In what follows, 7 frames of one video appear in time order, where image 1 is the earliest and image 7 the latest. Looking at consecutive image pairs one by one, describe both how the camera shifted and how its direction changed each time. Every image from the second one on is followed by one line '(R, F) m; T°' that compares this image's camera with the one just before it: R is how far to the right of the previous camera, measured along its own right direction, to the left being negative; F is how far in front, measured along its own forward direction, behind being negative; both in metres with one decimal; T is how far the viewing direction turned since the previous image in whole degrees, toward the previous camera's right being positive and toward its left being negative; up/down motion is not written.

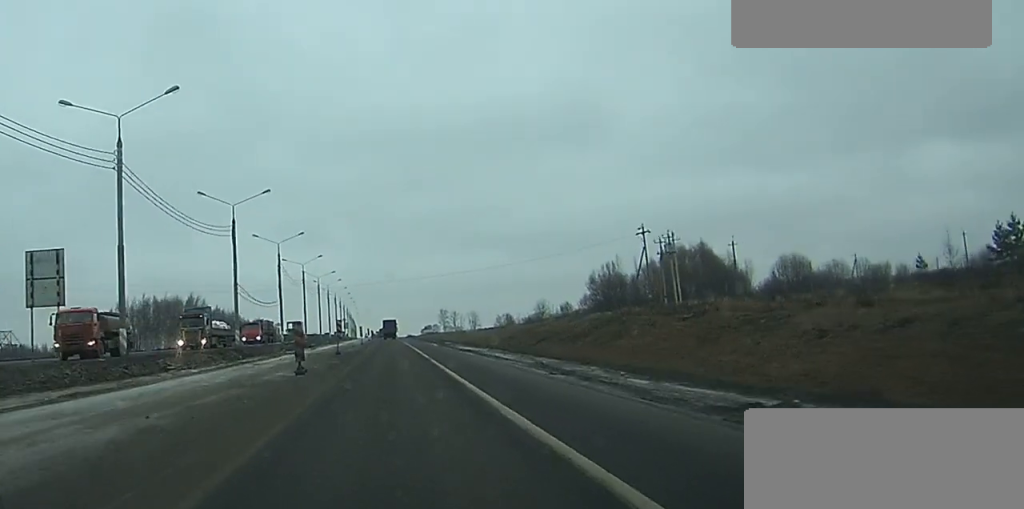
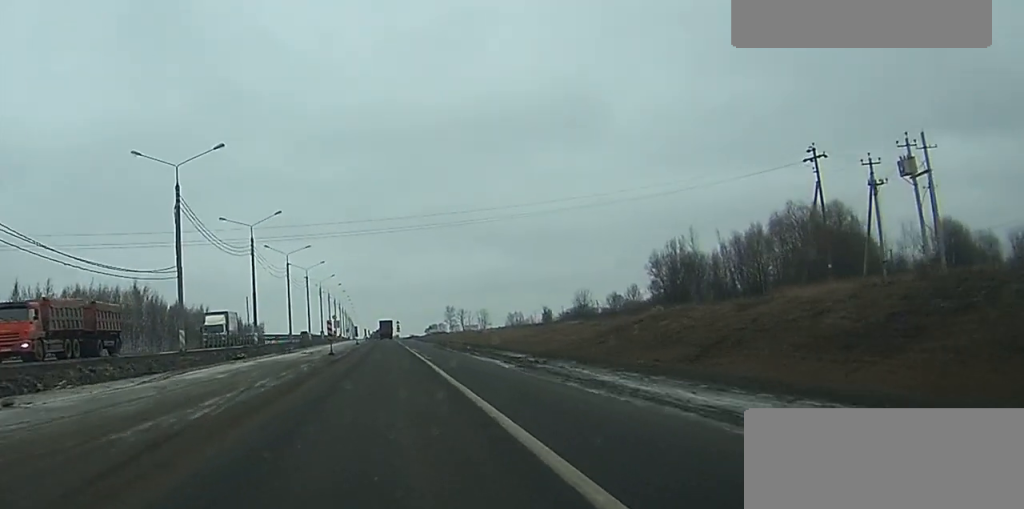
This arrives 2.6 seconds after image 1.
(-0.1, +48.7) m; -1°
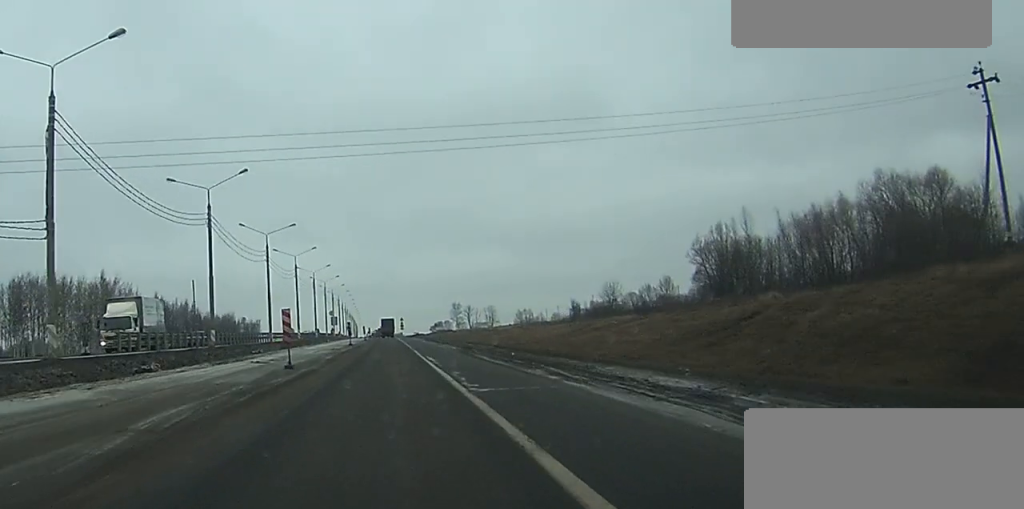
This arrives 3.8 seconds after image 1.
(-0.2, +21.7) m; 0°
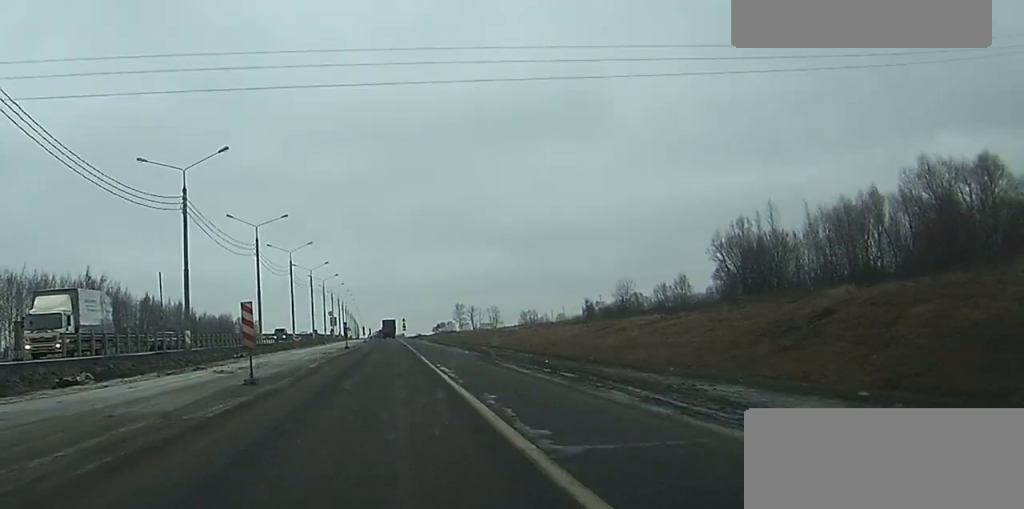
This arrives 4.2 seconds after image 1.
(0.0, +8.4) m; 0°
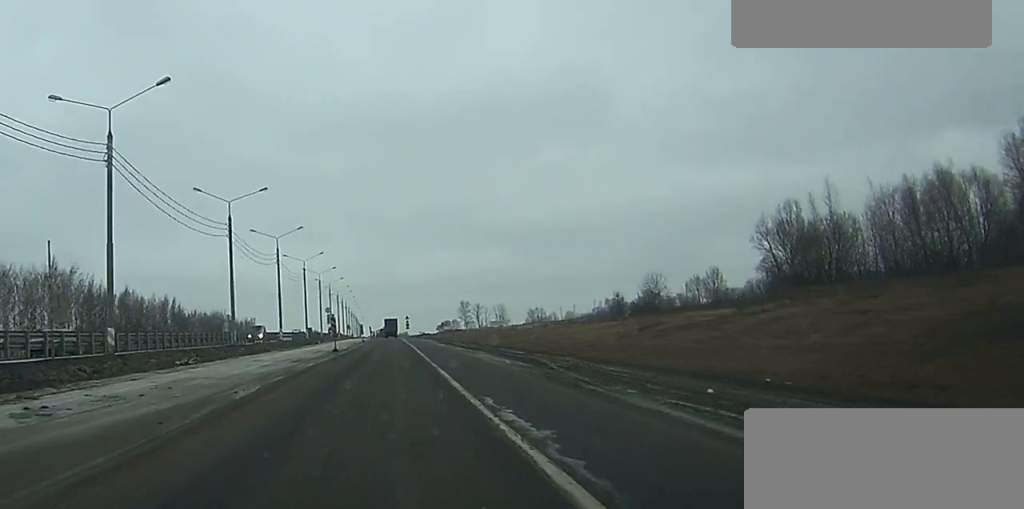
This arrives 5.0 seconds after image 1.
(0.0, +16.2) m; 0°
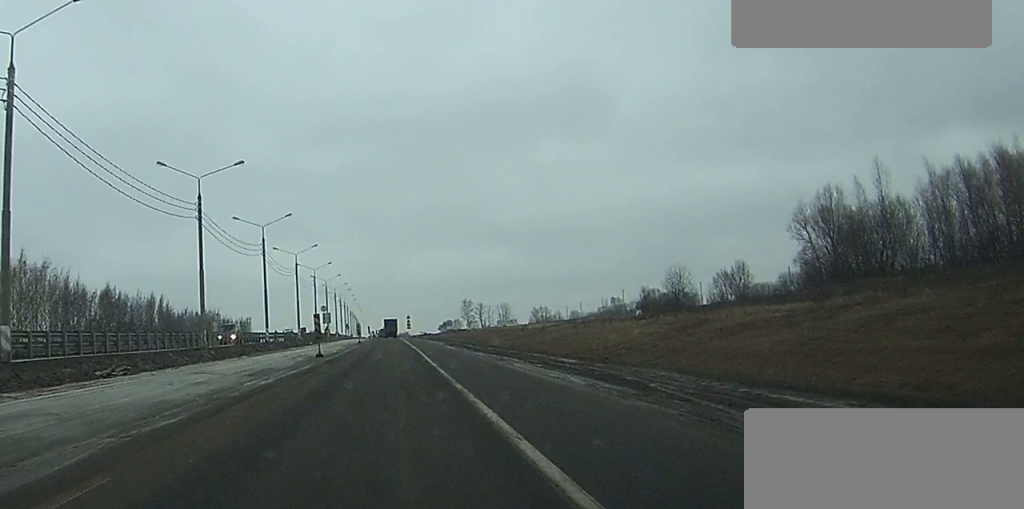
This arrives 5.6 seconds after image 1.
(0.0, +11.7) m; 0°
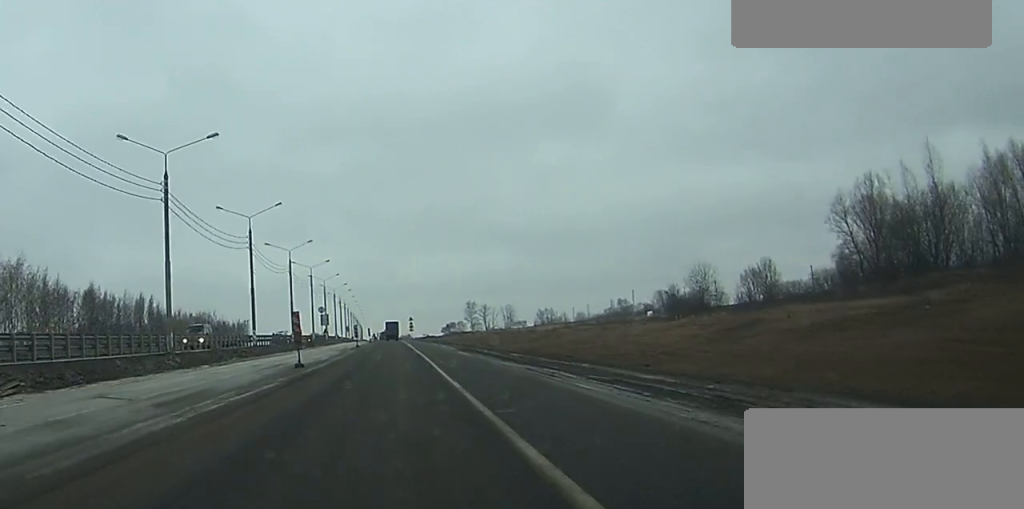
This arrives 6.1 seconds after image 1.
(0.0, +9.8) m; 0°
